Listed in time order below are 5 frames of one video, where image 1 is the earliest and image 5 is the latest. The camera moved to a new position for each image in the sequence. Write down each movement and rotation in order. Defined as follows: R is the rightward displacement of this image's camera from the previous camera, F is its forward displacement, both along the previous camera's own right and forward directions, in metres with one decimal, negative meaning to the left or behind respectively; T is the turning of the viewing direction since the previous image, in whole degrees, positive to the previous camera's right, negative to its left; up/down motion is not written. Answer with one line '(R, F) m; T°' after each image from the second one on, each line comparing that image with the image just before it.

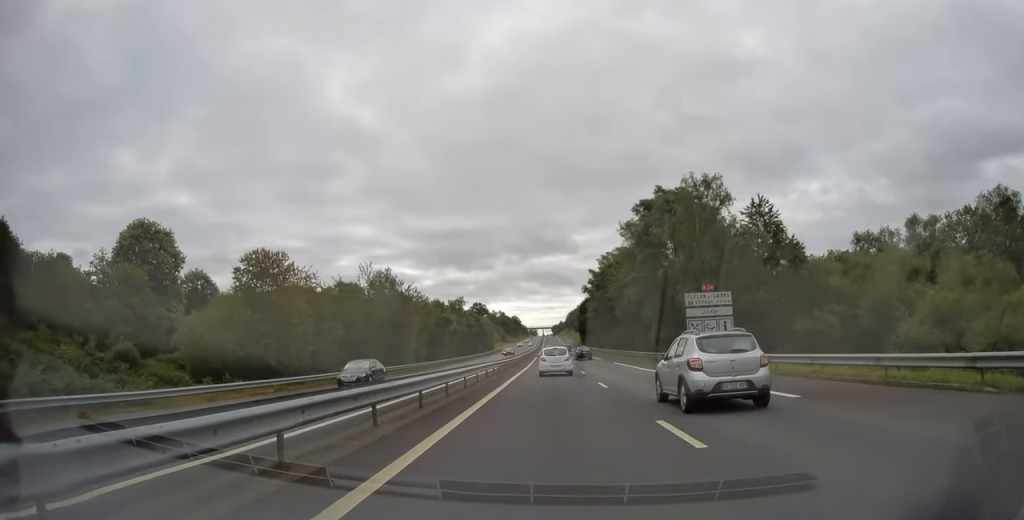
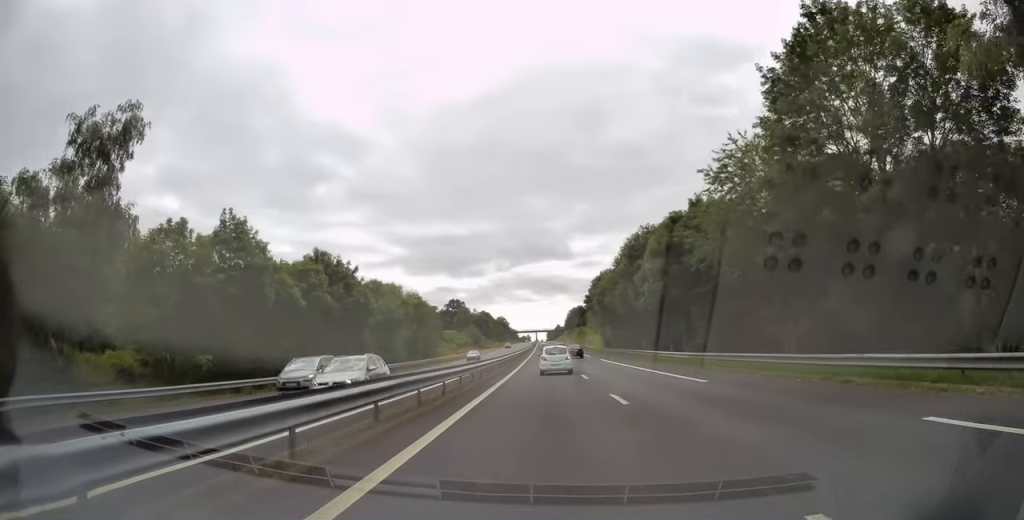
(+0.2, +95.8) m; 0°
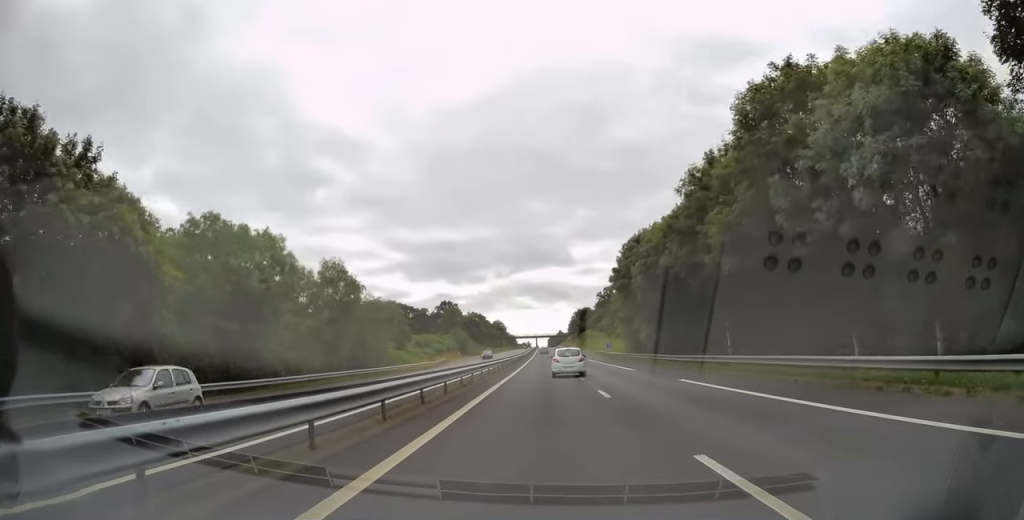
(+0.1, +35.2) m; 0°
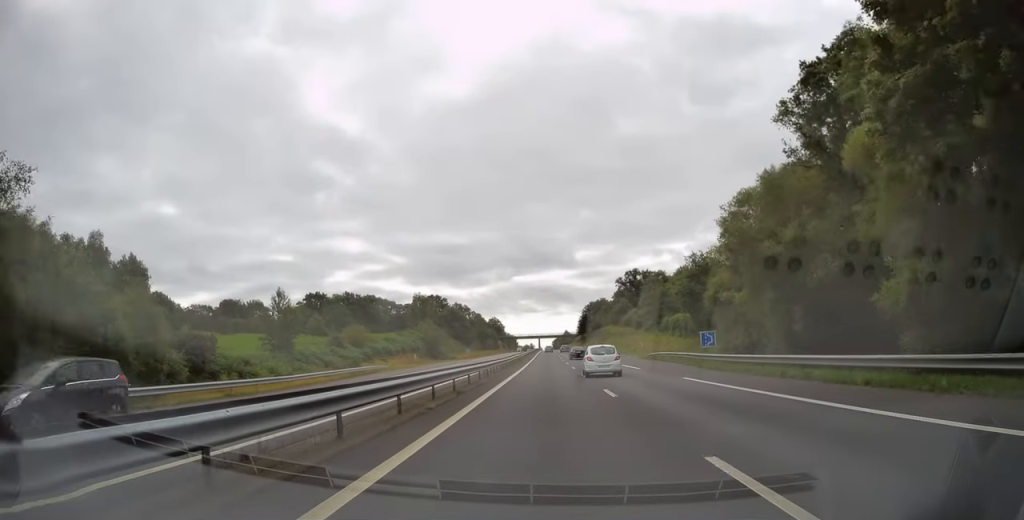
(-0.1, +50.8) m; -1°
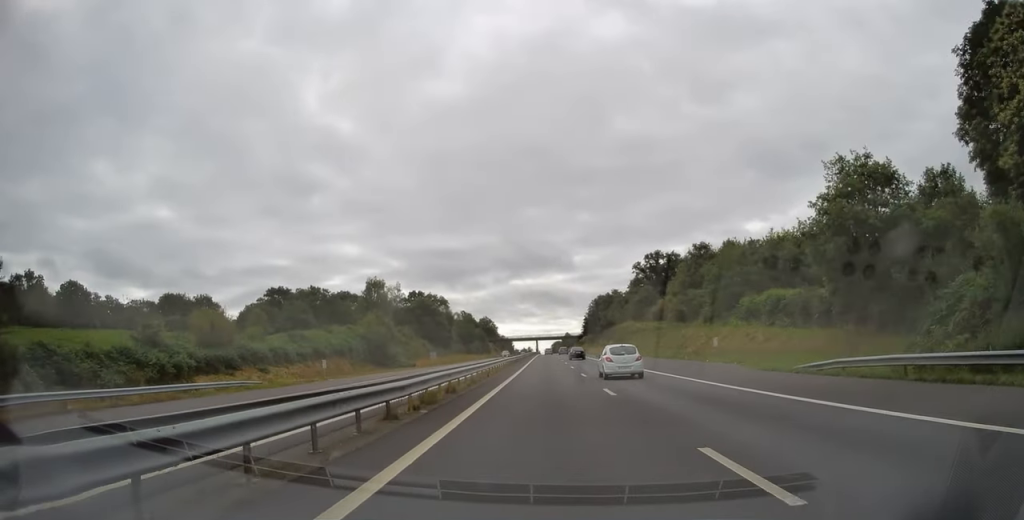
(-0.3, +37.2) m; 0°
